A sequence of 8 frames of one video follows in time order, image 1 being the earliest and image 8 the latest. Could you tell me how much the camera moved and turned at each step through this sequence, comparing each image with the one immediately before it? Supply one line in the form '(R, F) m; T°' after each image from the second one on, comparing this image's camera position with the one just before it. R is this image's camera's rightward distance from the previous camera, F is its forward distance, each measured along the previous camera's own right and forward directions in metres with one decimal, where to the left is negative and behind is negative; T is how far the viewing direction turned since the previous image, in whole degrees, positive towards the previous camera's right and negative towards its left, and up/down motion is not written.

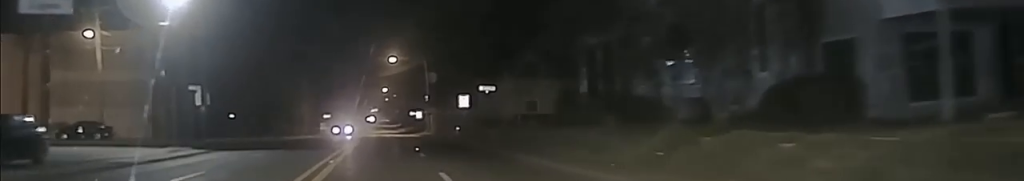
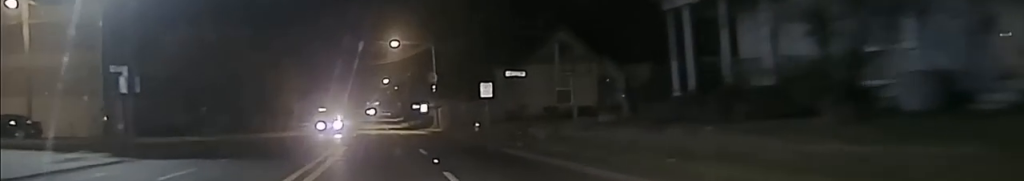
(0.0, +13.9) m; 0°
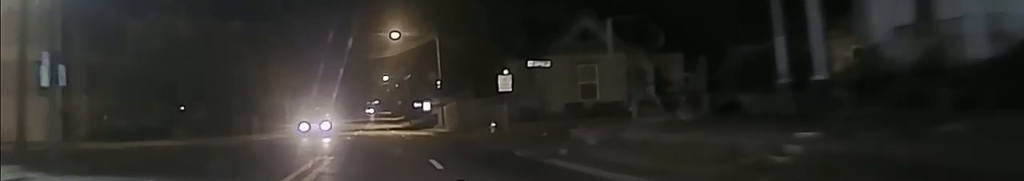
(0.0, +8.2) m; -1°
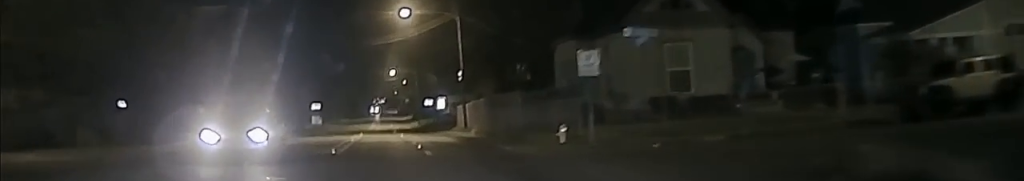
(-0.2, +16.2) m; -1°
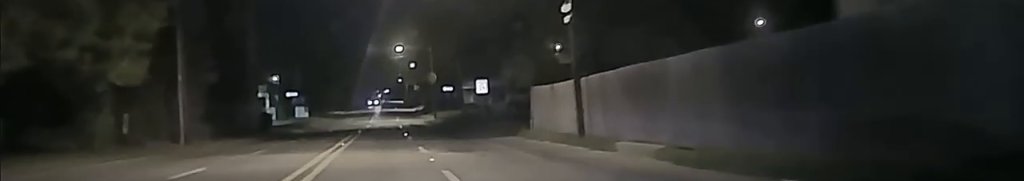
(-0.1, +34.6) m; +1°
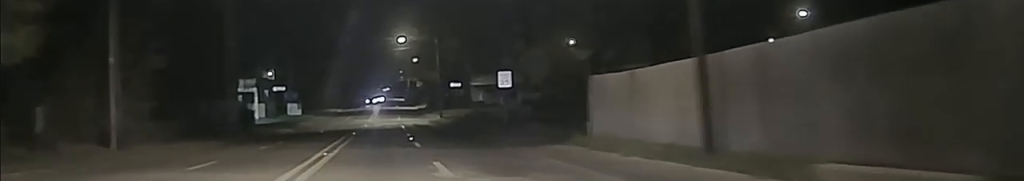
(0.0, +11.4) m; 0°
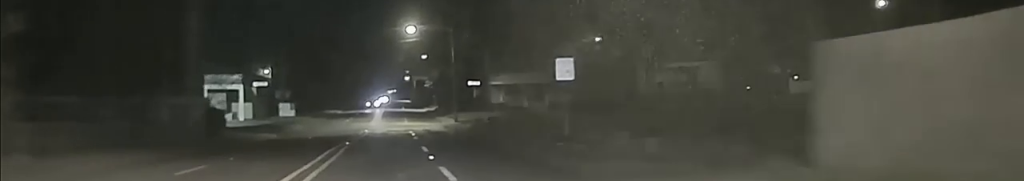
(+0.2, +14.5) m; -1°
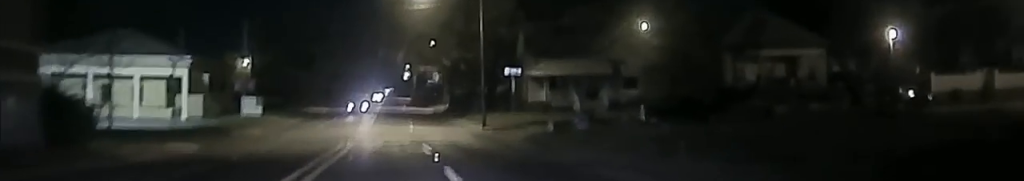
(-0.3, +26.5) m; 0°
